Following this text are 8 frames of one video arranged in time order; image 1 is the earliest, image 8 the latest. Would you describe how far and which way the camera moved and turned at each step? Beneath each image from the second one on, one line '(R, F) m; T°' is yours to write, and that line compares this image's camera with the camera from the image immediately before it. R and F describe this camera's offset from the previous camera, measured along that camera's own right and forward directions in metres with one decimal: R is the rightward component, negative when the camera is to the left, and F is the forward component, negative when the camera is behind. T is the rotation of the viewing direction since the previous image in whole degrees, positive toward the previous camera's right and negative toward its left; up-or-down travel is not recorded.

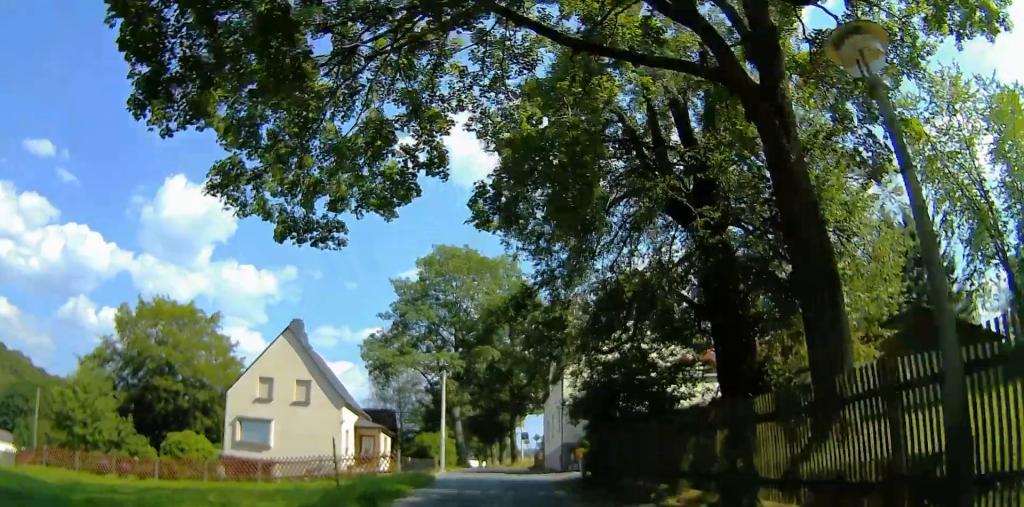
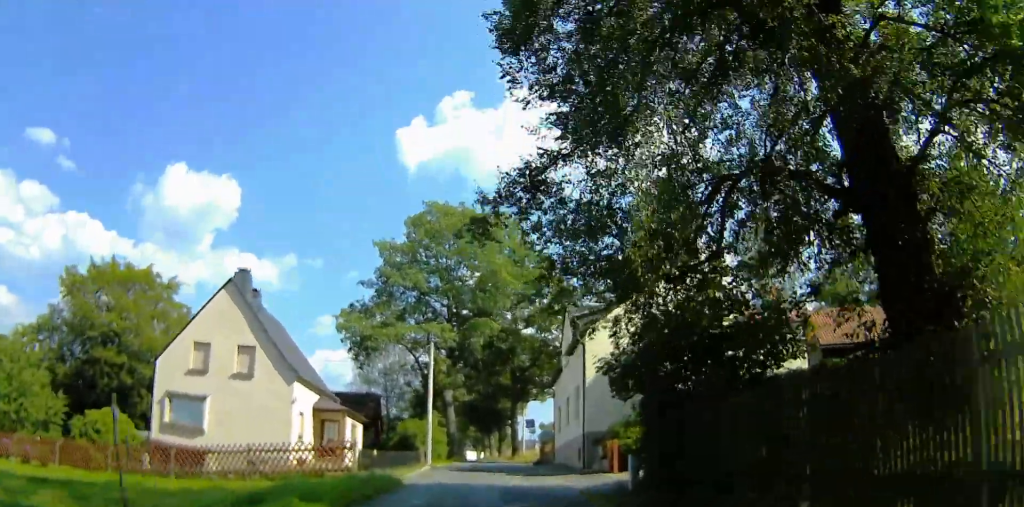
(-0.2, +7.9) m; +1°
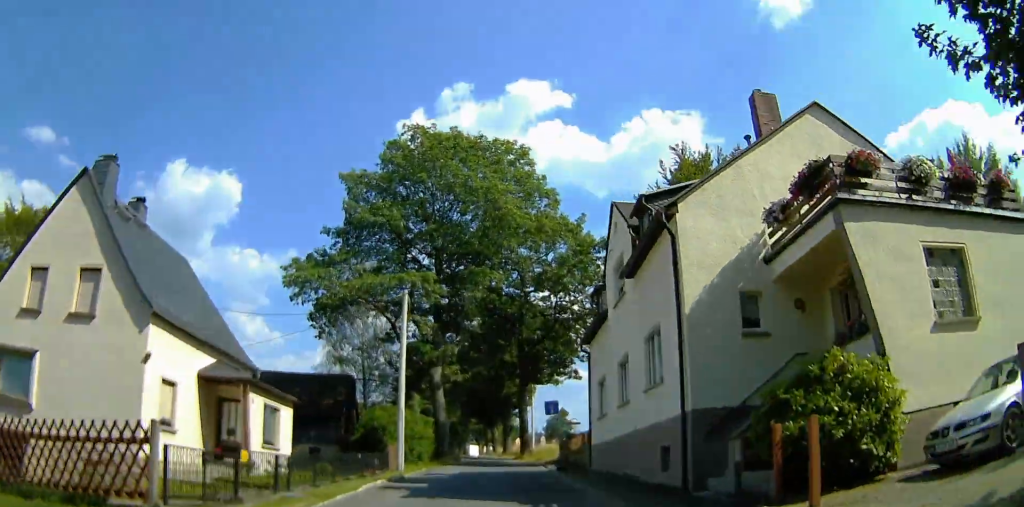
(+0.5, +12.5) m; +3°
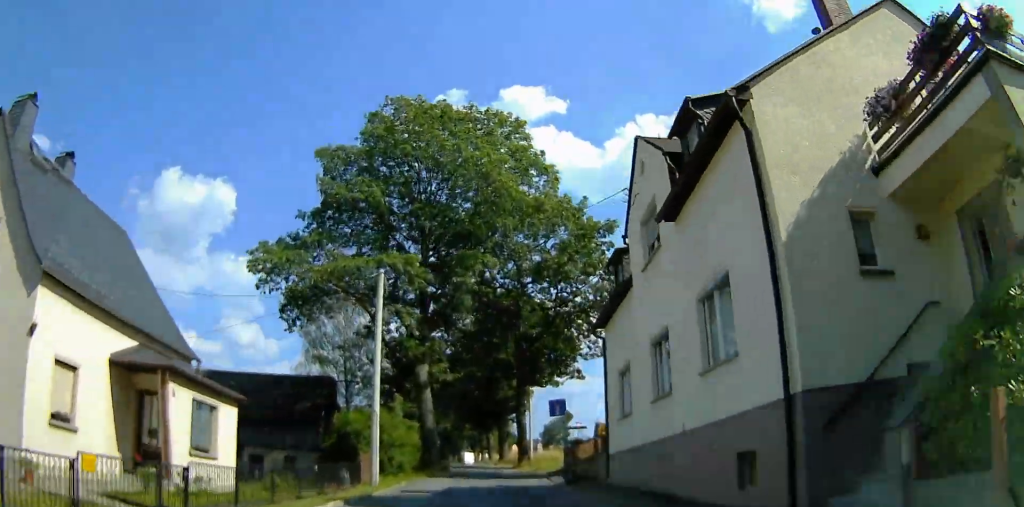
(0.0, +4.7) m; 0°
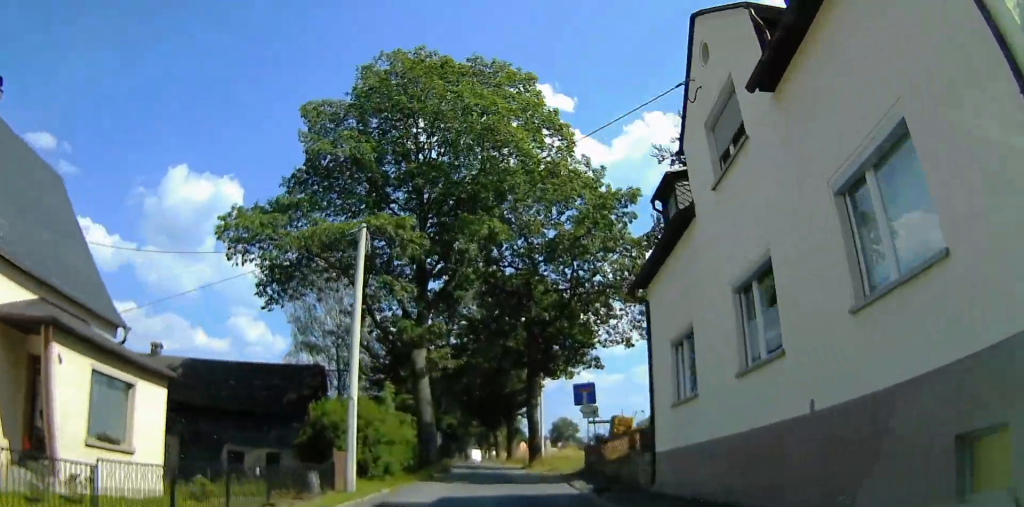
(0.0, +4.6) m; 0°
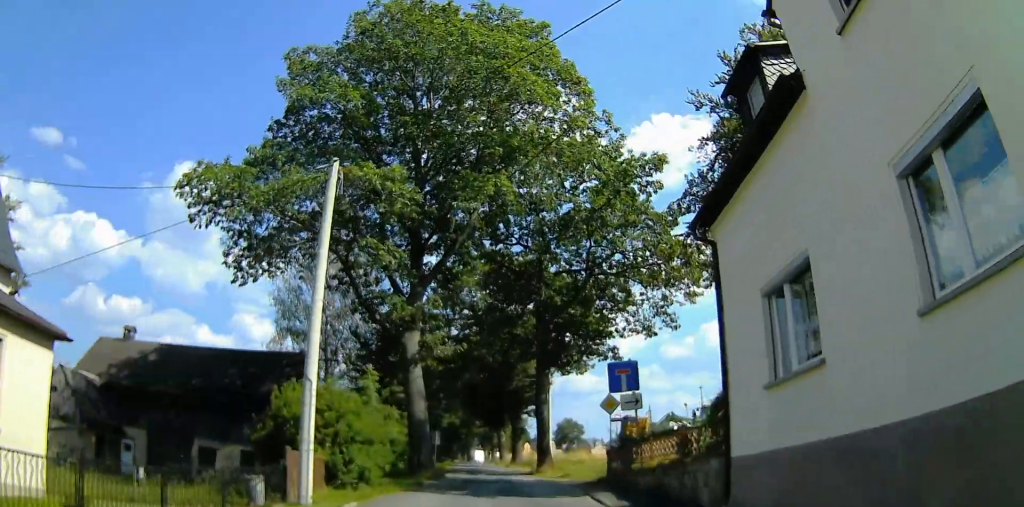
(0.0, +4.6) m; 0°
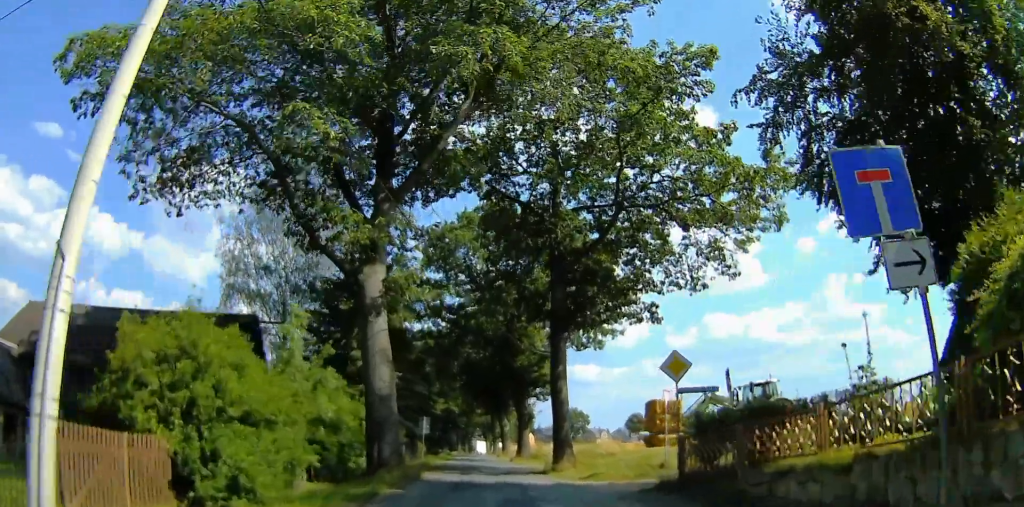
(0.0, +8.8) m; +3°
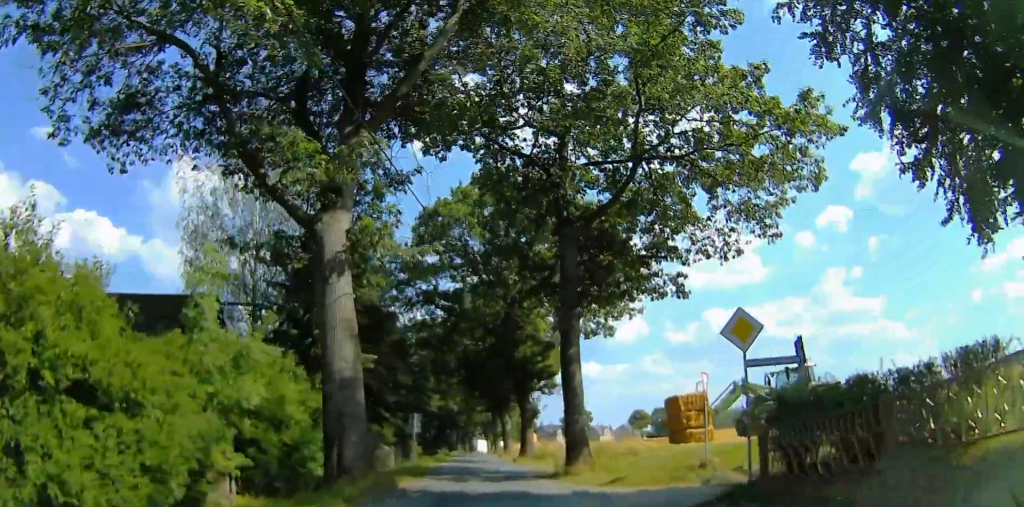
(0.0, +4.4) m; 0°
